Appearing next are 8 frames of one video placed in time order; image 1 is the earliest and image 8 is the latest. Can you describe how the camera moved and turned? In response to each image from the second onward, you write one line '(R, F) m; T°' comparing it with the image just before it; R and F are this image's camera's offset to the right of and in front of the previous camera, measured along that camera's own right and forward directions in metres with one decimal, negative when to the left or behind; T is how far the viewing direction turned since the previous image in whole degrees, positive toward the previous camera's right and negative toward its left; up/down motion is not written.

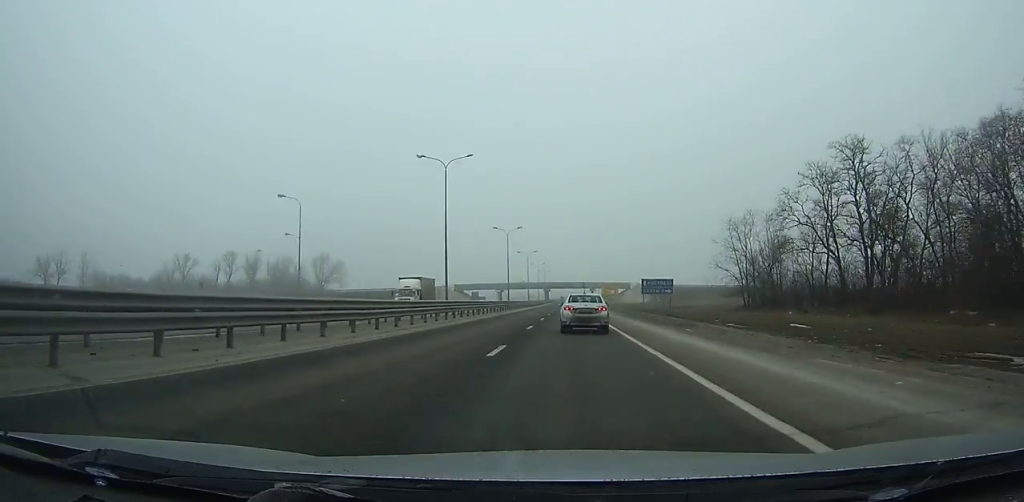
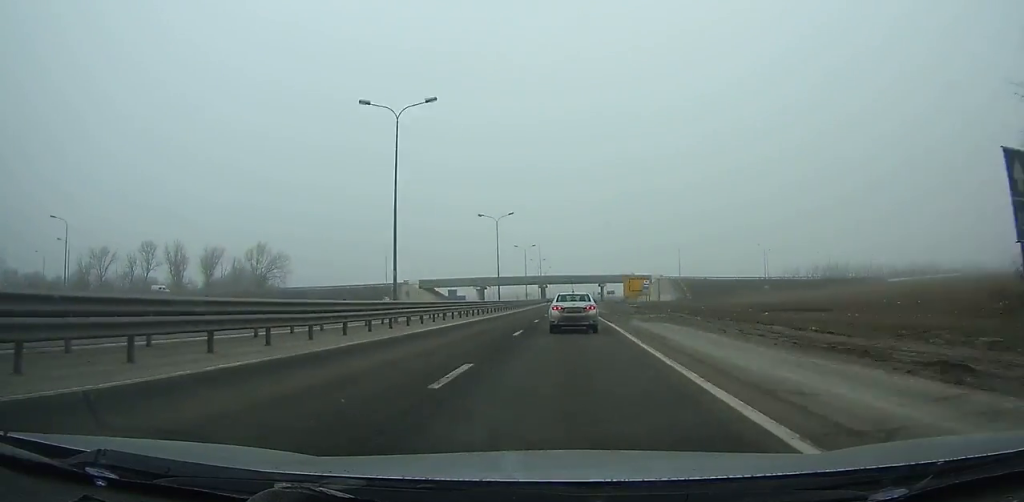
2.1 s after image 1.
(0.0, +52.1) m; 0°
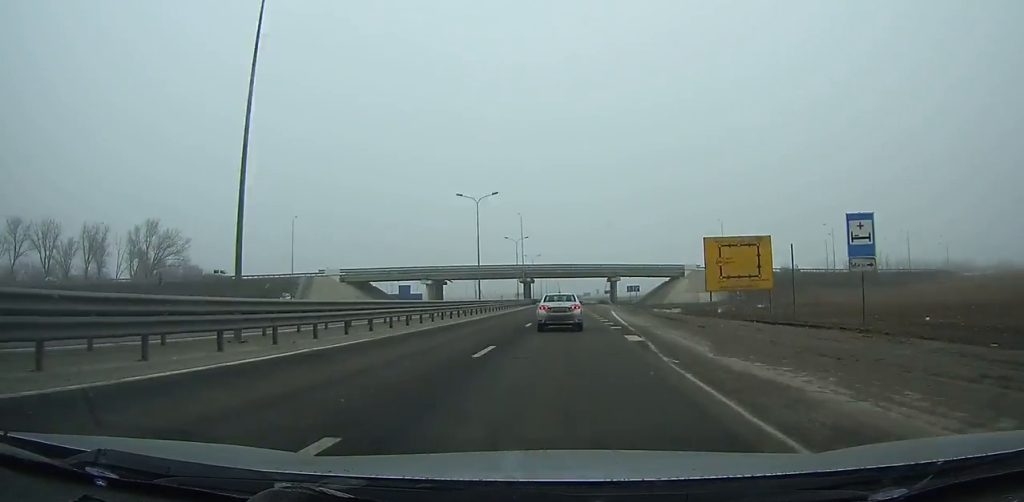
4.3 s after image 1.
(-0.1, +54.1) m; 0°
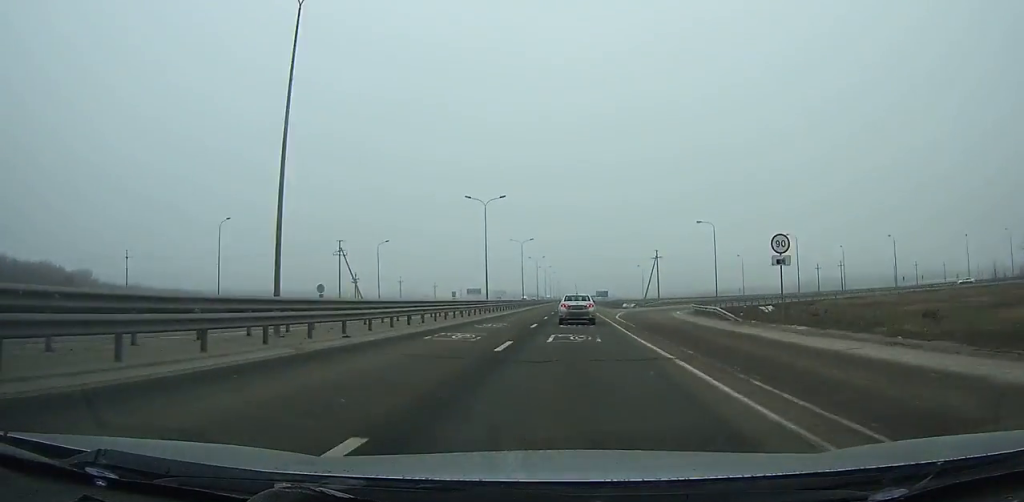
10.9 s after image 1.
(+0.3, +161.2) m; 0°
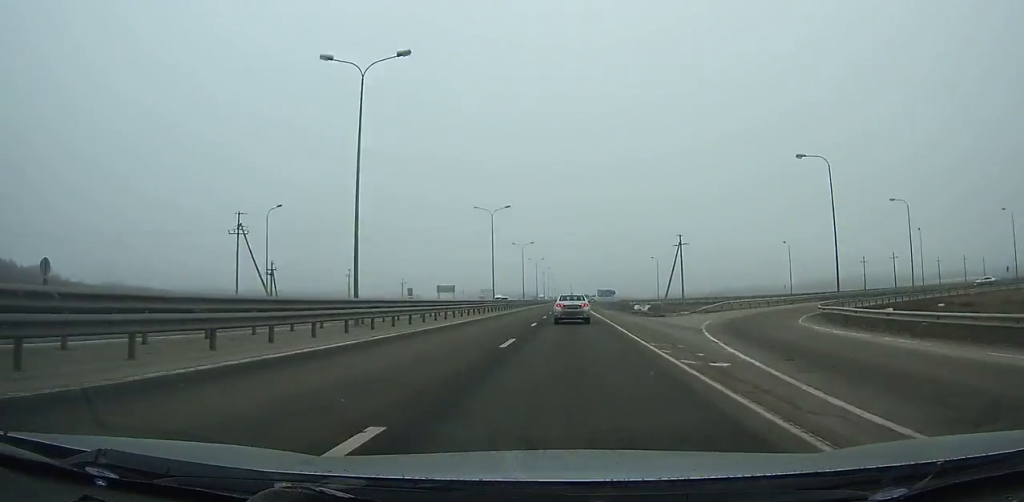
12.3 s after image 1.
(+0.1, +34.1) m; 0°
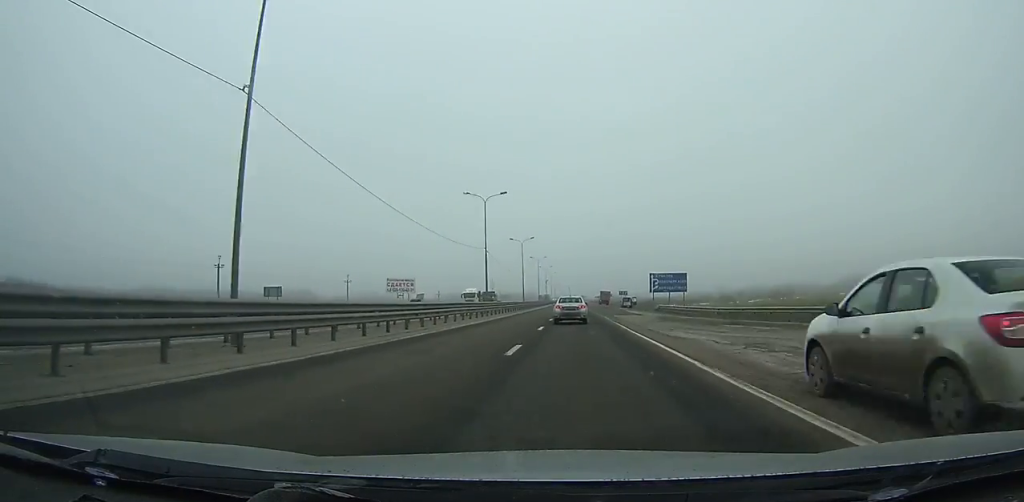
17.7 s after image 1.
(-0.6, +131.6) m; 0°
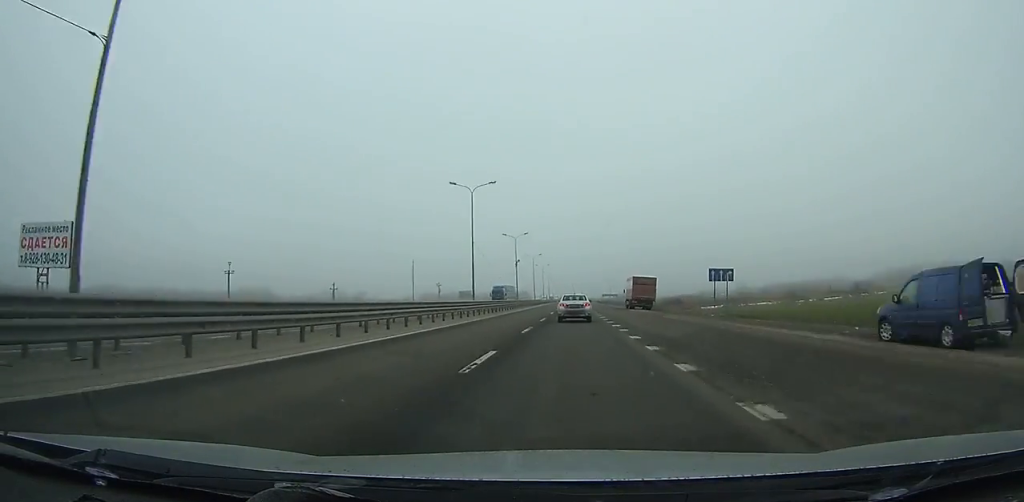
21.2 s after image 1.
(-0.1, +85.0) m; 0°
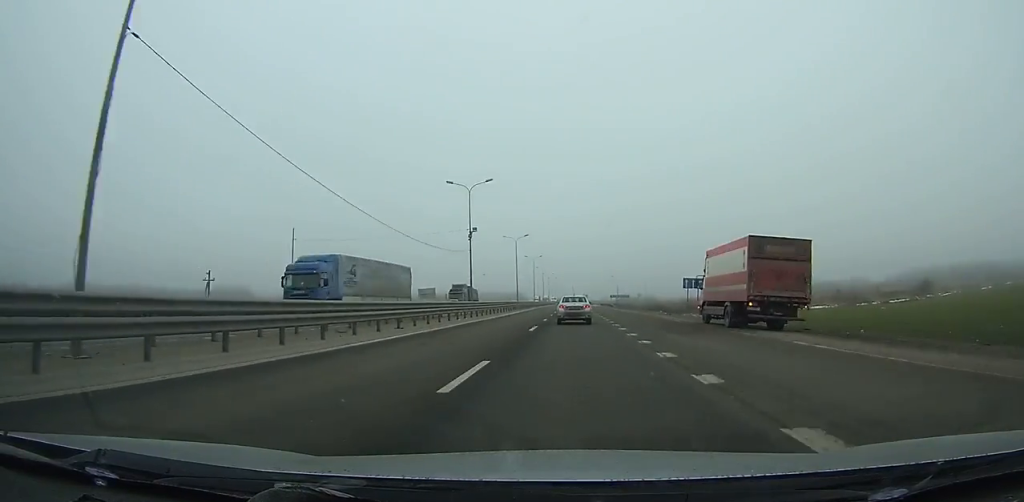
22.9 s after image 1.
(0.0, +41.0) m; 0°
